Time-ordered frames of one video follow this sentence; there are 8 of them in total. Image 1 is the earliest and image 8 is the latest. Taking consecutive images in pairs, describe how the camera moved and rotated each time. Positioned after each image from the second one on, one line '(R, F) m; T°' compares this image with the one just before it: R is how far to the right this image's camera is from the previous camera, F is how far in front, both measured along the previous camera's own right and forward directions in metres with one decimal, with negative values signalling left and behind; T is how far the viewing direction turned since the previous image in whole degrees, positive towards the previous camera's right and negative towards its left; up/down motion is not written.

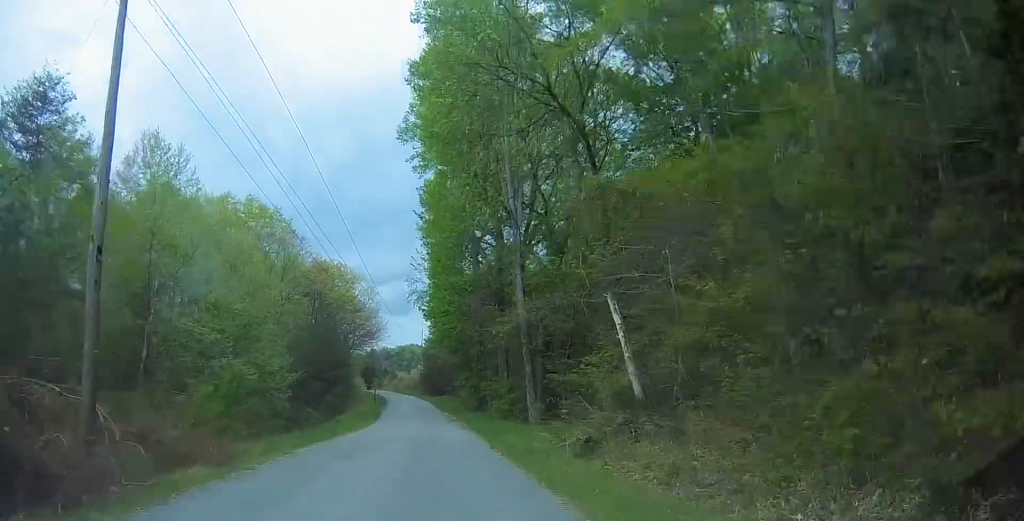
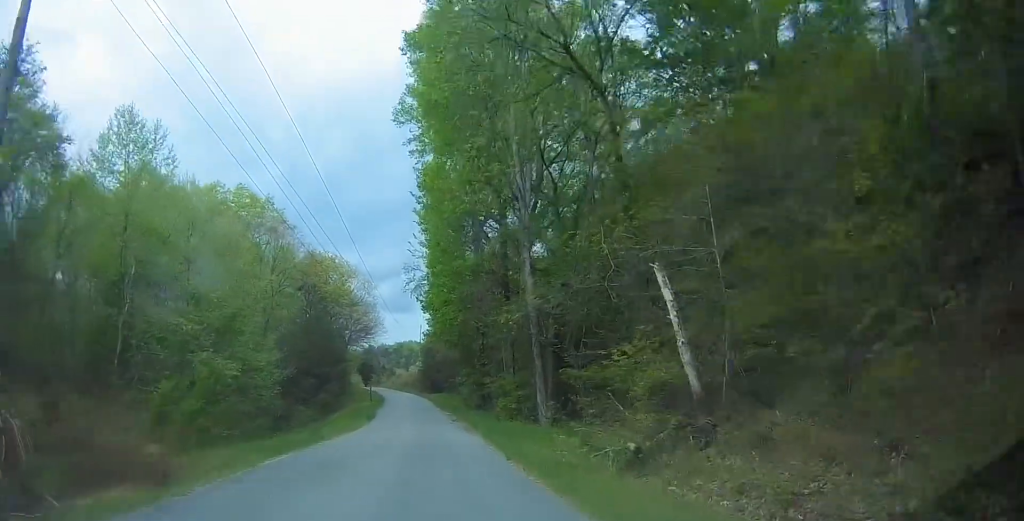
(0.0, +3.5) m; -2°
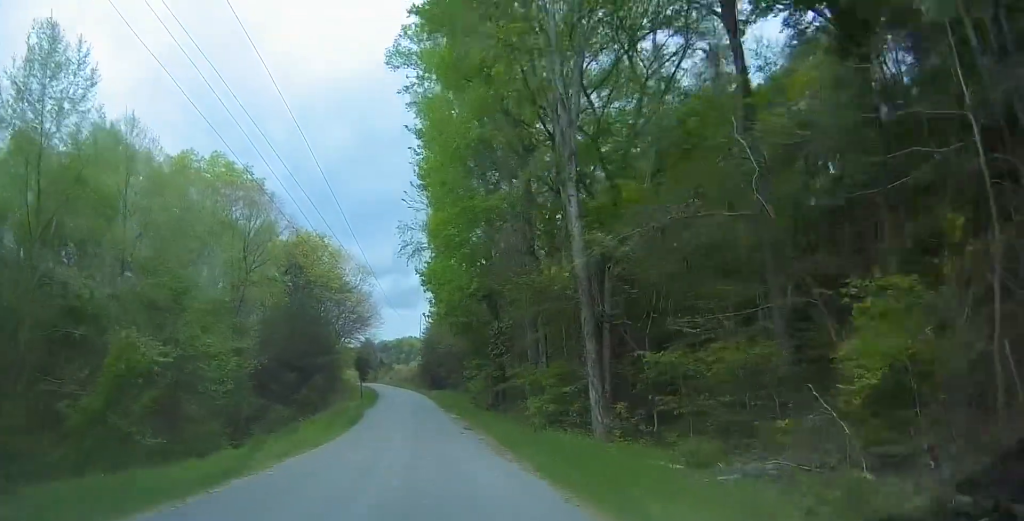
(-0.3, +9.5) m; -1°
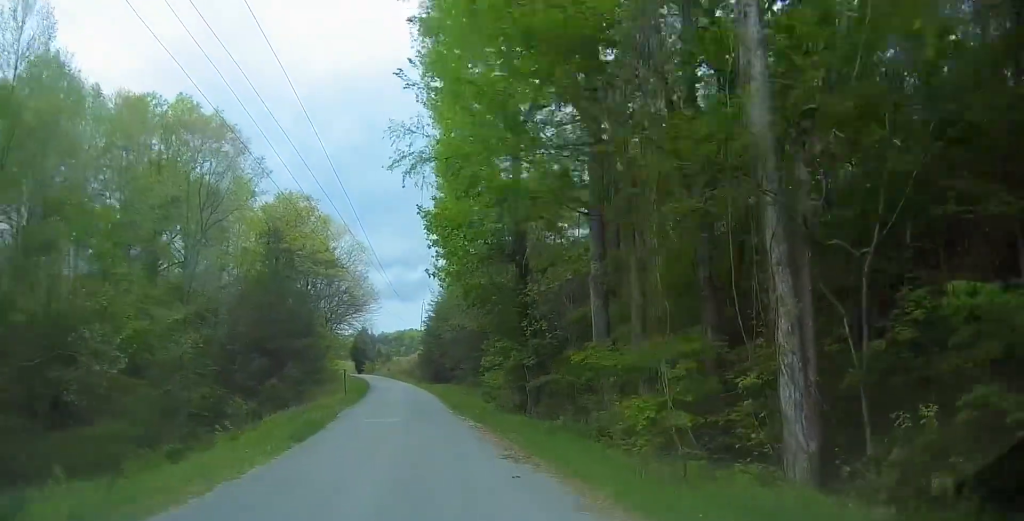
(+0.7, +11.7) m; +1°
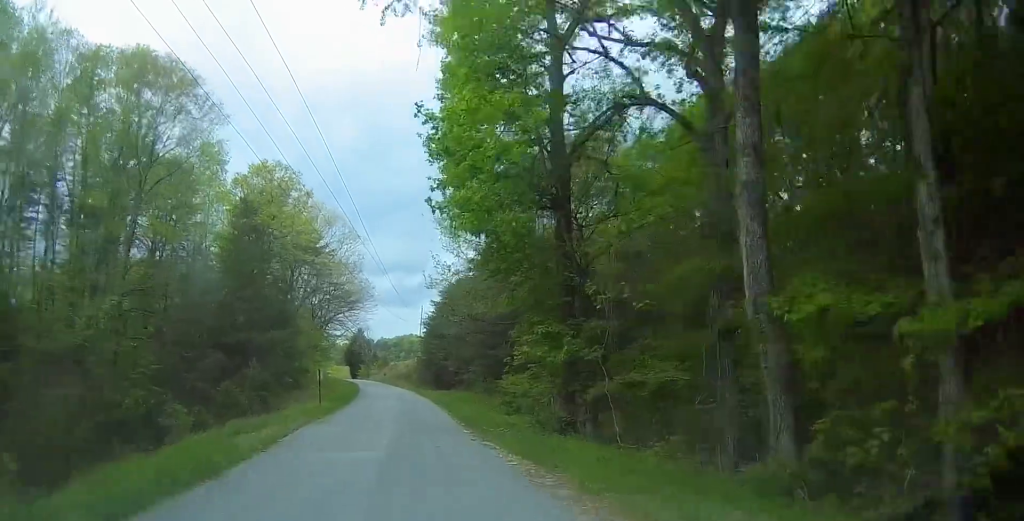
(-0.9, +10.1) m; -3°
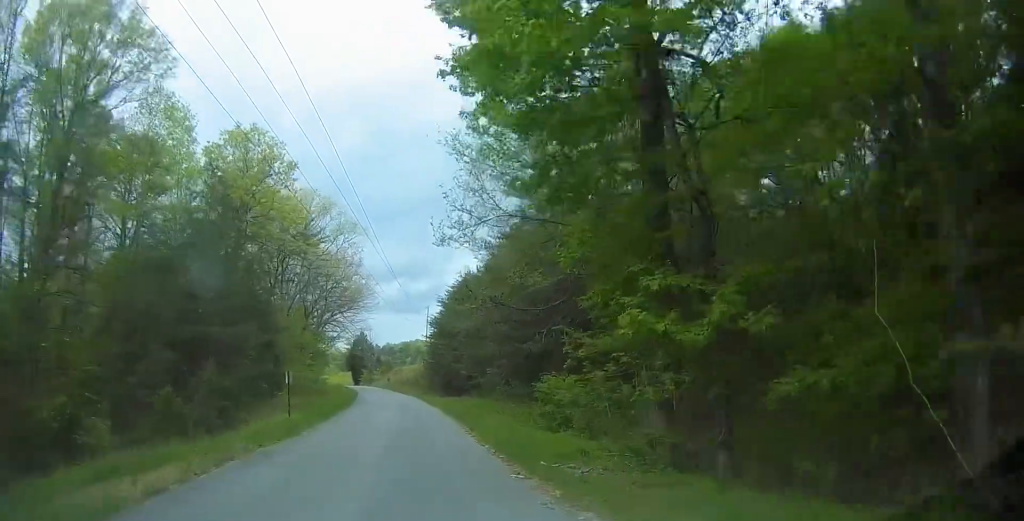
(+0.4, +8.8) m; +3°
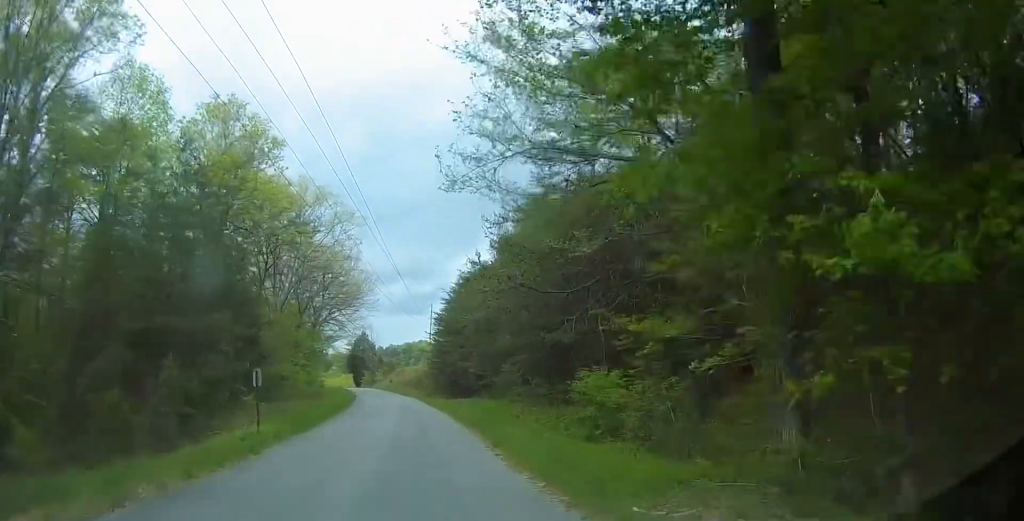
(+0.1, +5.0) m; 0°
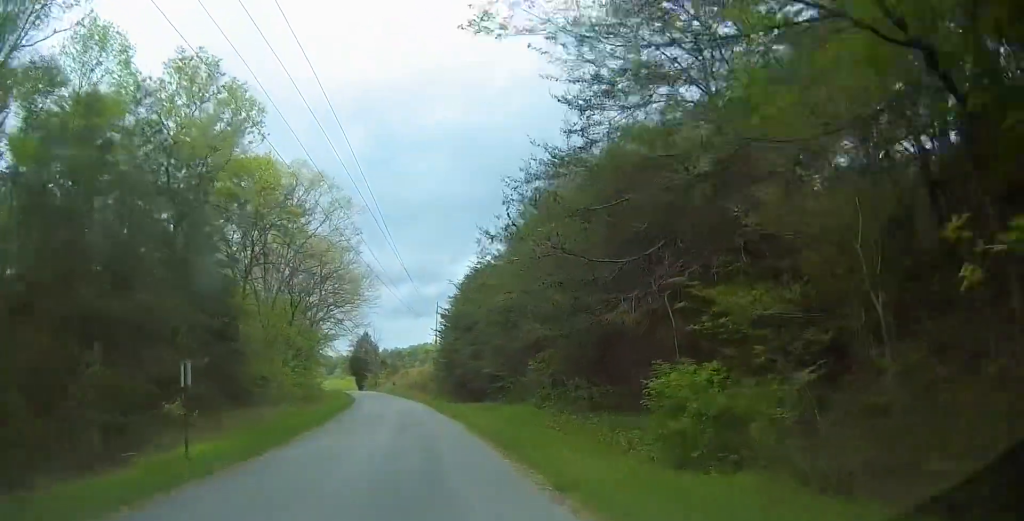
(0.0, +6.1) m; -1°
